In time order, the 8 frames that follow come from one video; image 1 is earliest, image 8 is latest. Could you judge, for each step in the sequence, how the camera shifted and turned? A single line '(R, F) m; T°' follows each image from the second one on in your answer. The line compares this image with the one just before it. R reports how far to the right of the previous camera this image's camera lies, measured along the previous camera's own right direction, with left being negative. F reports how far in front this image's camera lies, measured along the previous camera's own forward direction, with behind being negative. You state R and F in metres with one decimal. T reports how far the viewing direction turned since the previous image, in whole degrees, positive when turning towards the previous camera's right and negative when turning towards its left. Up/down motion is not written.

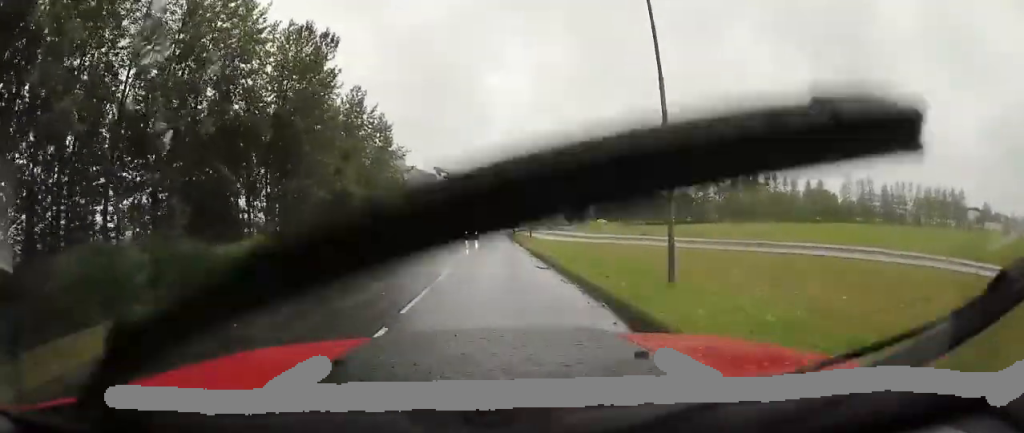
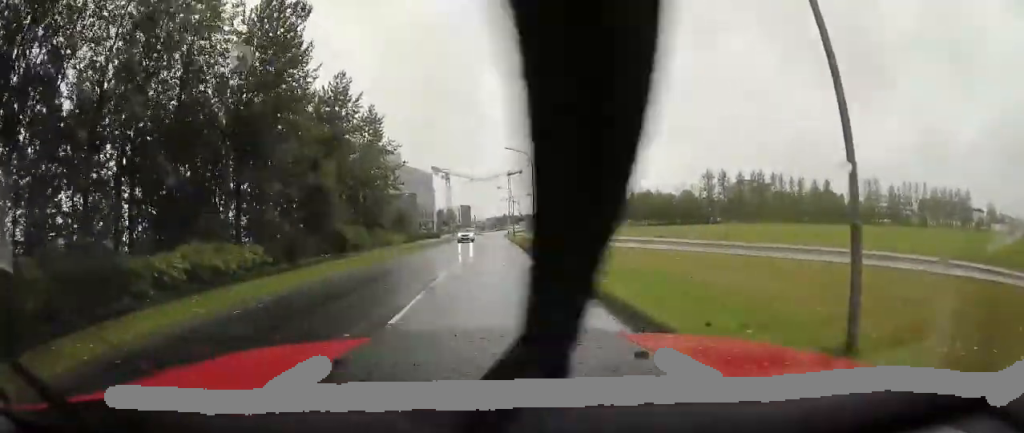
(0.0, +5.0) m; +1°
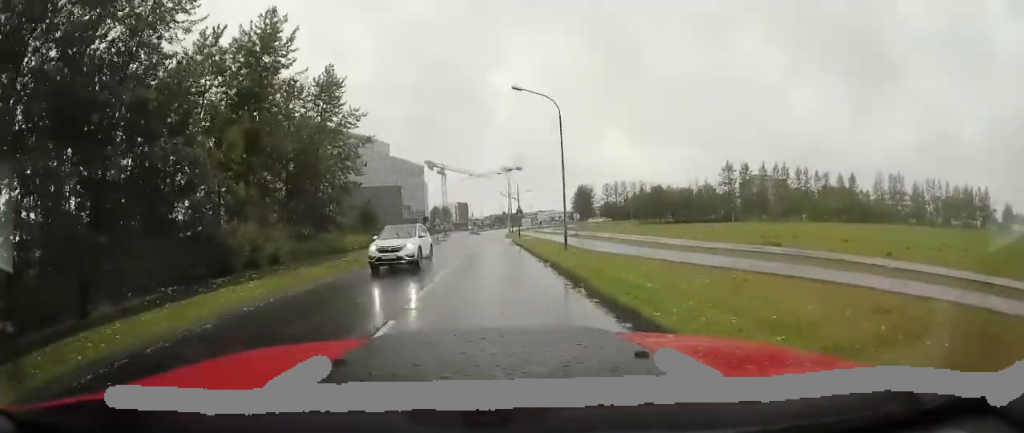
(+0.2, +15.8) m; +1°
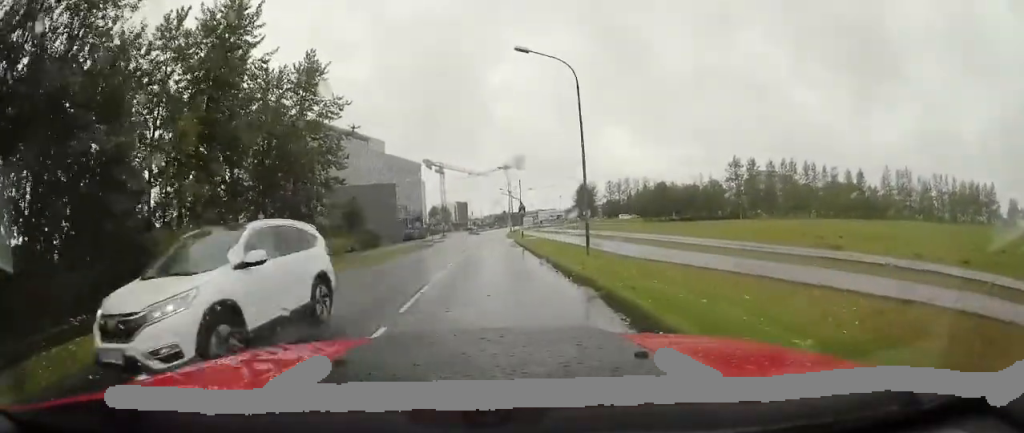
(+0.1, +4.7) m; 0°
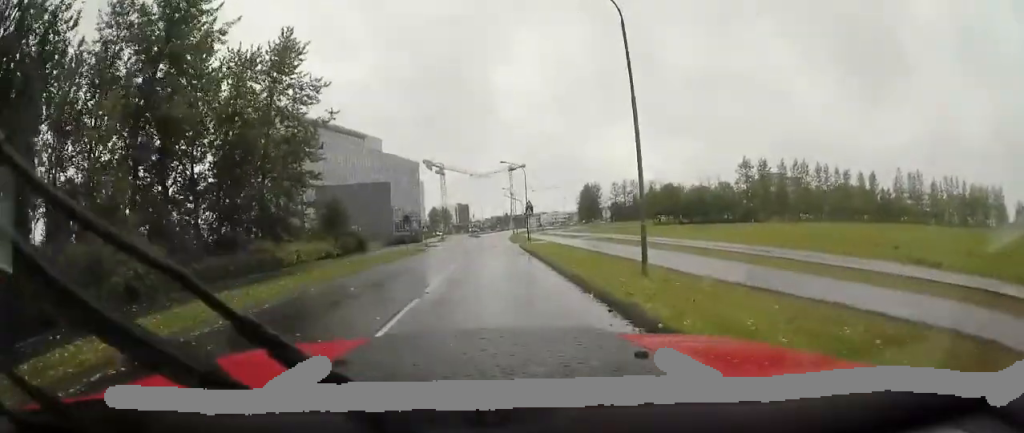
(-0.1, +5.7) m; -1°
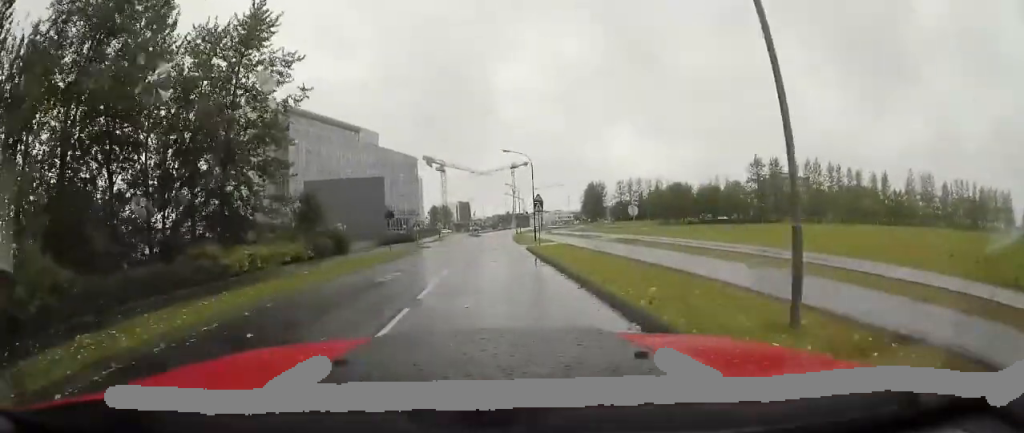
(0.0, +5.4) m; +1°
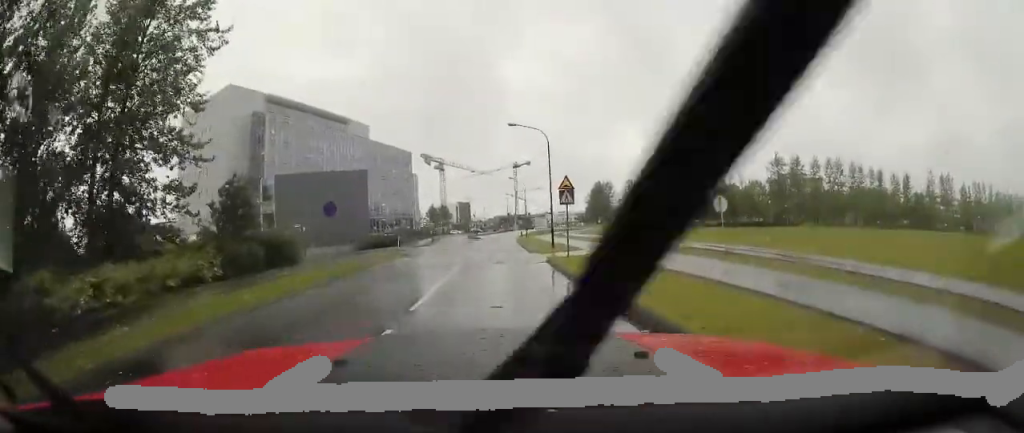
(+0.2, +10.1) m; +2°
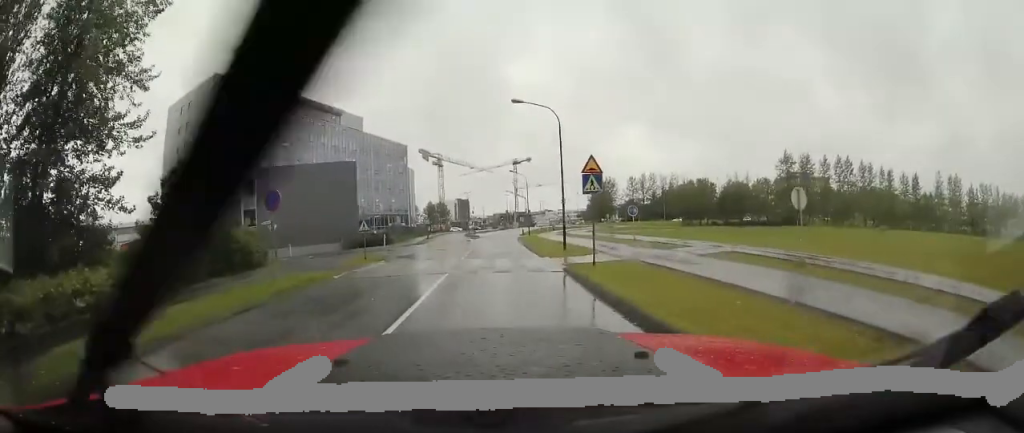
(-0.1, +4.5) m; 0°
